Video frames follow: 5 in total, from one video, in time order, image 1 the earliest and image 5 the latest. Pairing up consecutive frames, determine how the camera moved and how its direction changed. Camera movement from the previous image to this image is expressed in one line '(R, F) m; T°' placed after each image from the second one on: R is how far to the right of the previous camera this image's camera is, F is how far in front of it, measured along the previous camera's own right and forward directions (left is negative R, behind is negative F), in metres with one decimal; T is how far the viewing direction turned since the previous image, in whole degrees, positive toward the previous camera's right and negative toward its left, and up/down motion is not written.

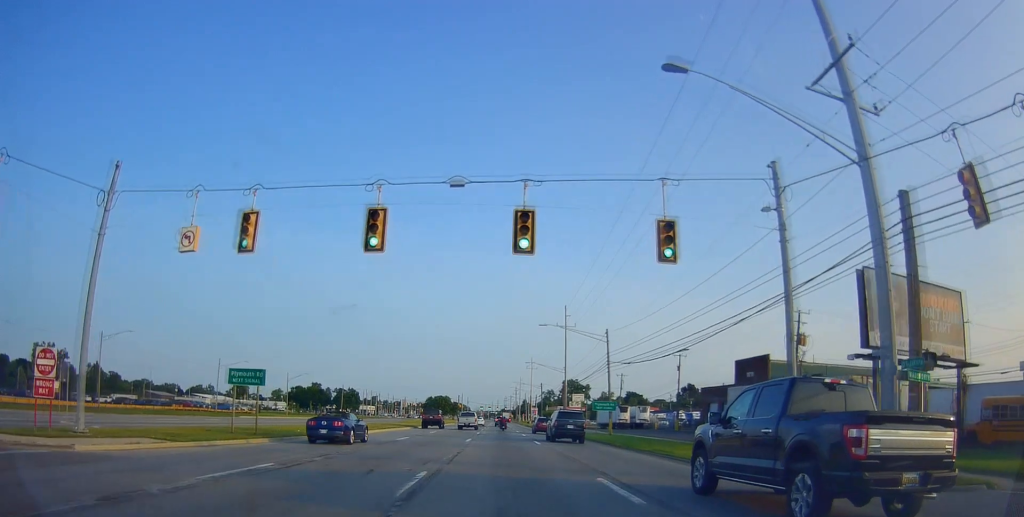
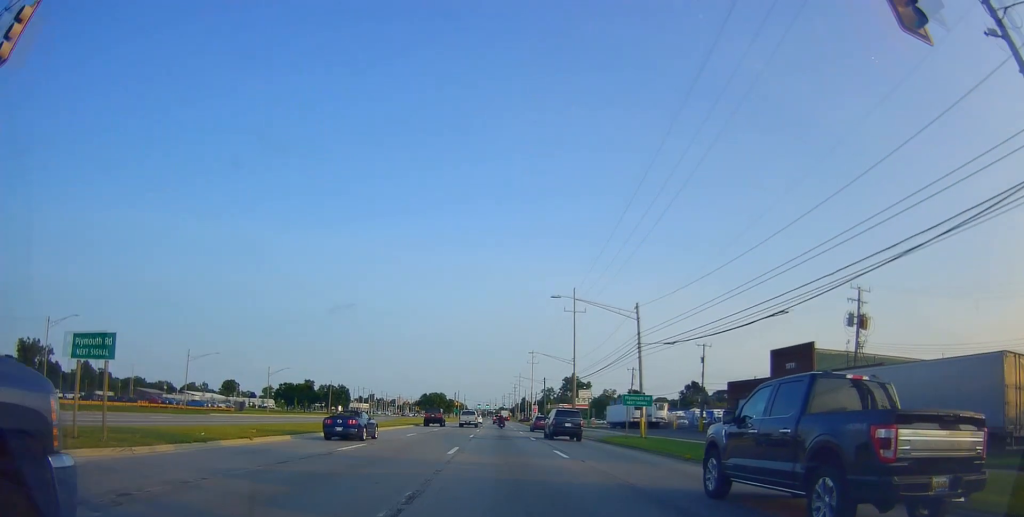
(-0.3, +10.2) m; -1°
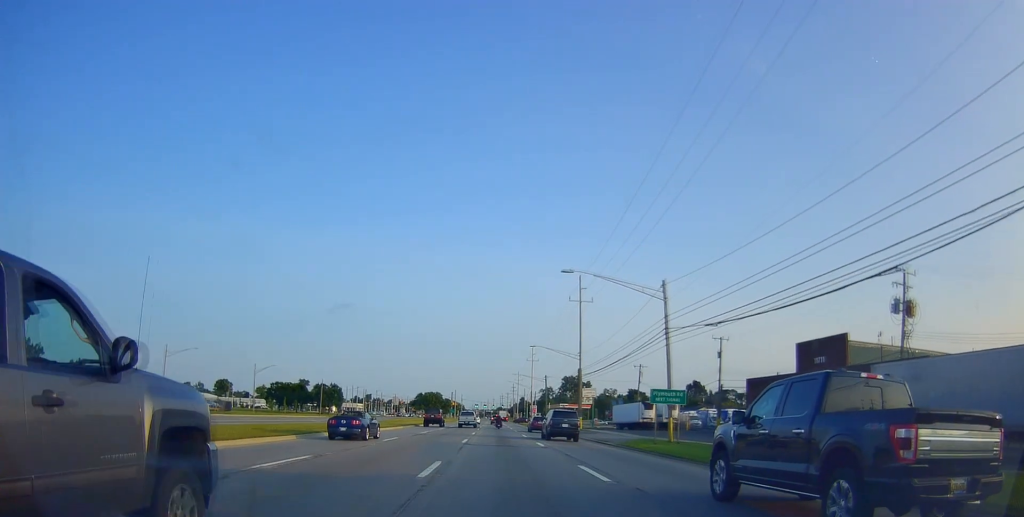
(-0.4, +6.2) m; 0°
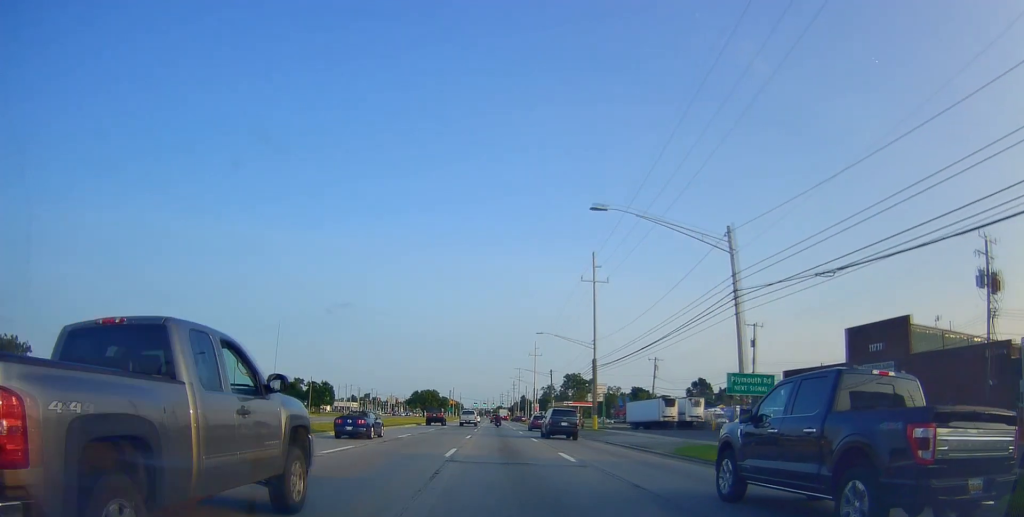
(+0.5, +9.4) m; +2°
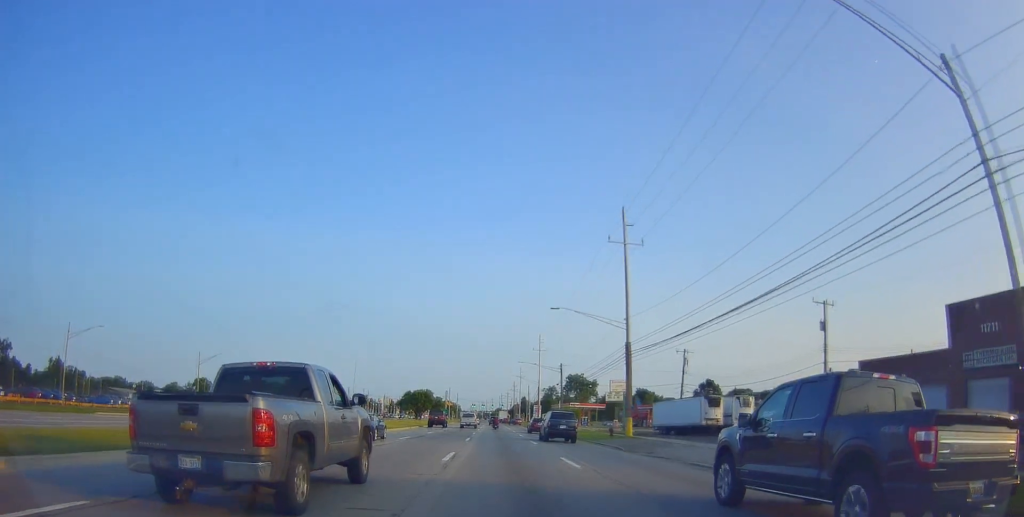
(+0.3, +14.3) m; +1°
